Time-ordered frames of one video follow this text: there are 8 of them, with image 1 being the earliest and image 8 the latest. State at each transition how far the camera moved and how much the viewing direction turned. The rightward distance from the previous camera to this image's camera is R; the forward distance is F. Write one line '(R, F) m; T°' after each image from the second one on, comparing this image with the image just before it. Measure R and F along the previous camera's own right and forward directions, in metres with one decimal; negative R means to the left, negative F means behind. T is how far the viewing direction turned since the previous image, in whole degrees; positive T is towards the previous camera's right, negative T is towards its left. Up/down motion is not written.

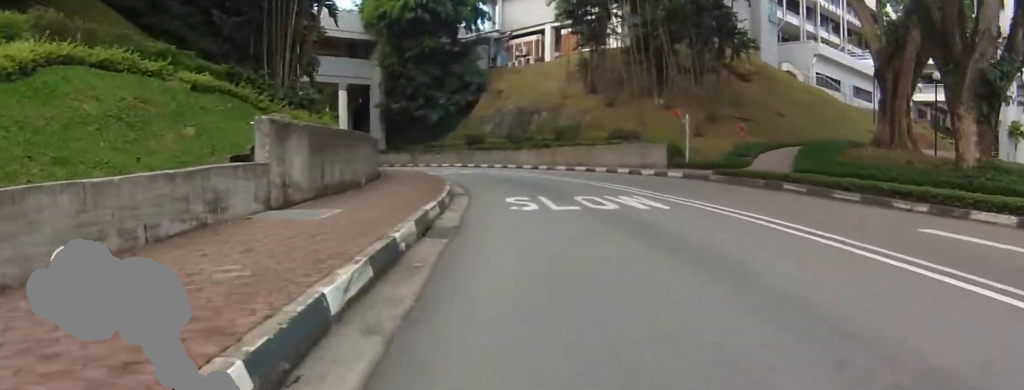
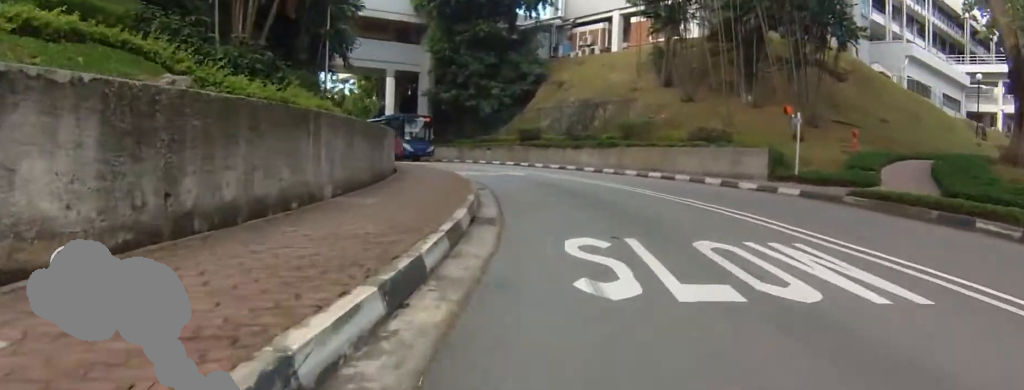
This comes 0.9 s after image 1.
(+0.4, +5.9) m; +5°
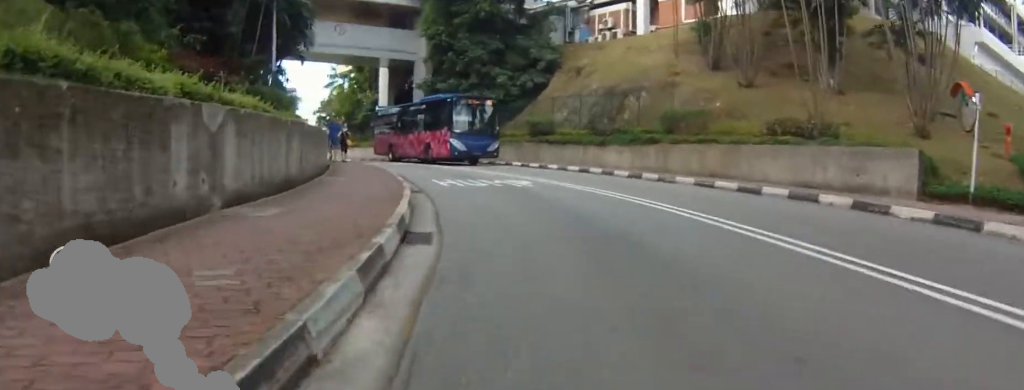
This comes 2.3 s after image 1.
(-0.6, +7.9) m; -11°
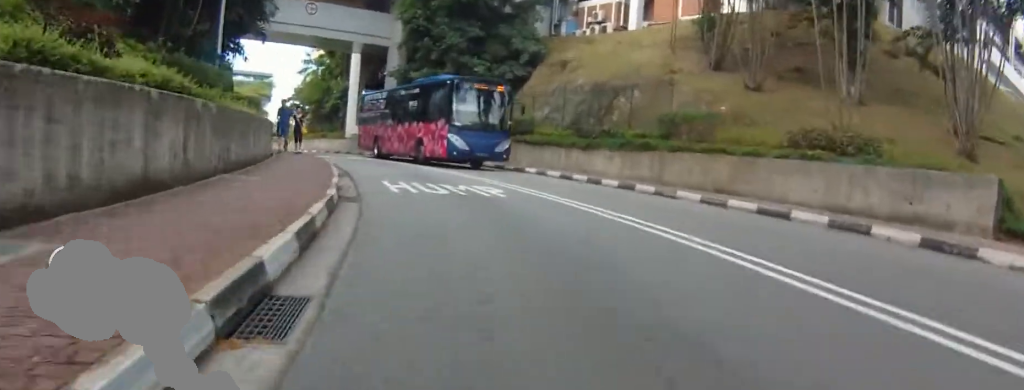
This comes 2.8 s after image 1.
(-0.2, +3.2) m; -2°
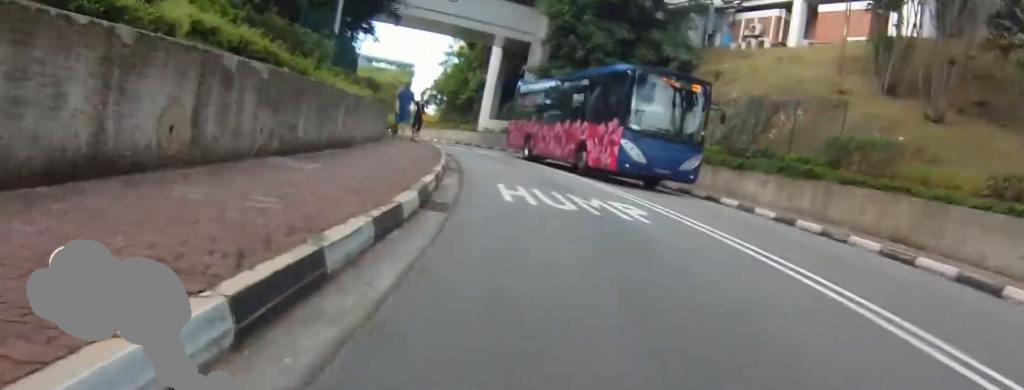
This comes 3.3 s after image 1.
(+0.2, +2.9) m; +2°
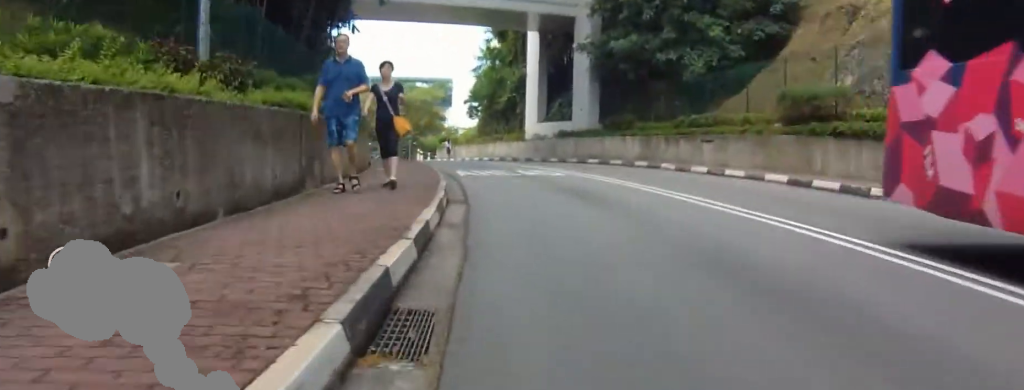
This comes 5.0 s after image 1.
(-1.3, +10.2) m; -21°
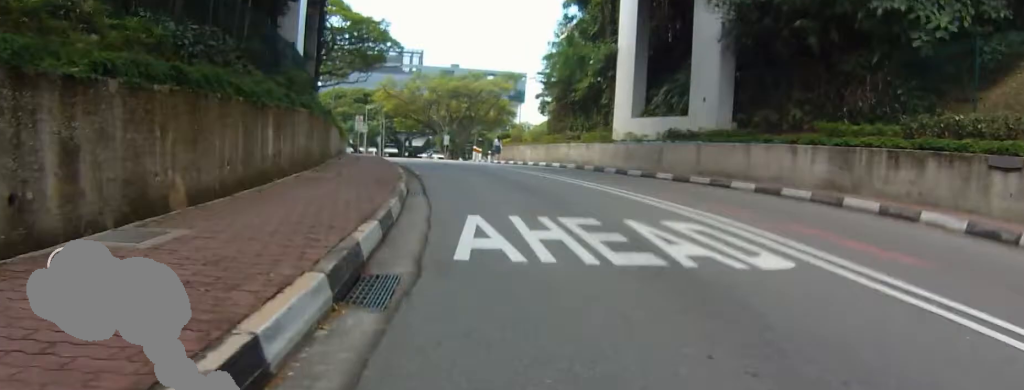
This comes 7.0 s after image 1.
(+0.2, +11.0) m; +7°
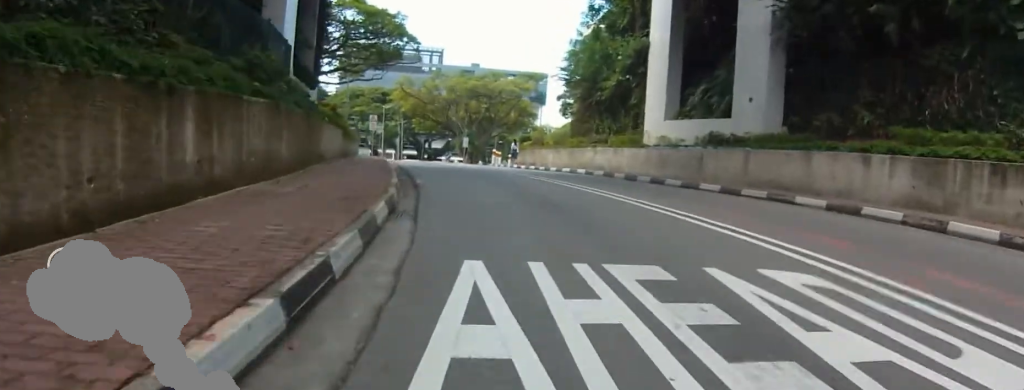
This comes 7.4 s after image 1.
(+0.6, +2.3) m; -4°
